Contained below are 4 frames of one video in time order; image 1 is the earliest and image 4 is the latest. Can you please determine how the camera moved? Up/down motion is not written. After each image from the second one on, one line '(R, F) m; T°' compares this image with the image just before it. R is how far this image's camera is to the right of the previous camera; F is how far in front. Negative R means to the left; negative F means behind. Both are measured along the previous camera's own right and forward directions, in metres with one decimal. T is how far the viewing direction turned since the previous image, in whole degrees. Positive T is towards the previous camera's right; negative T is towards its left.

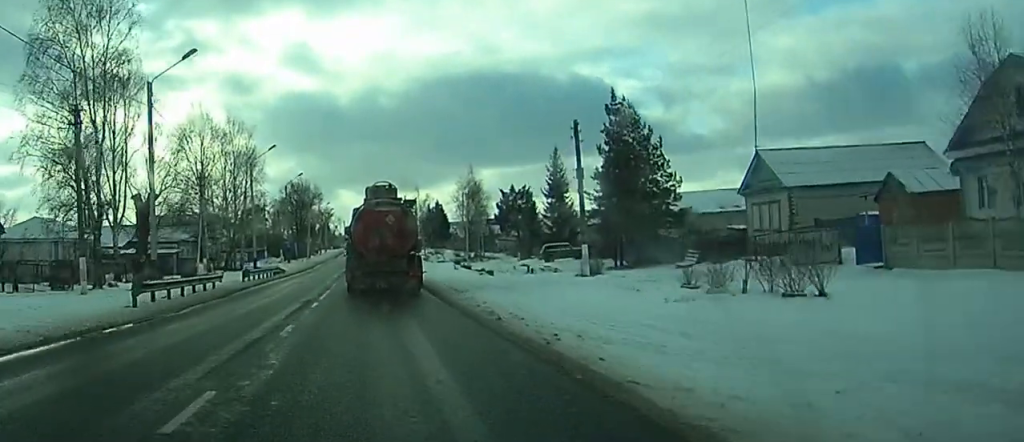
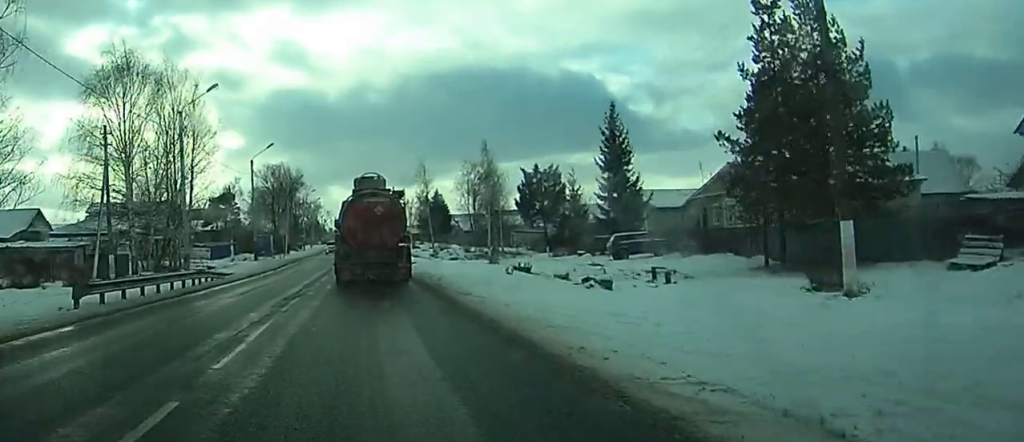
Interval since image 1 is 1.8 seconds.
(+0.2, +22.8) m; +1°
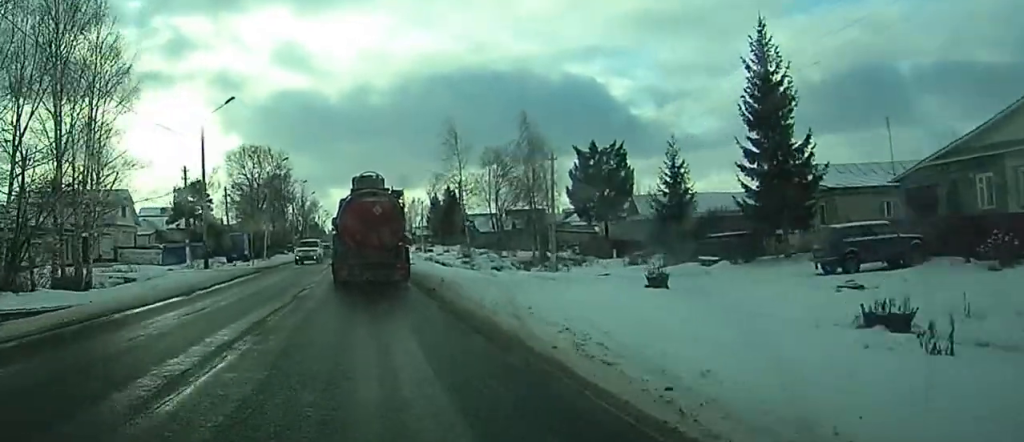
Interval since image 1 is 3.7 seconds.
(-0.4, +24.7) m; -1°
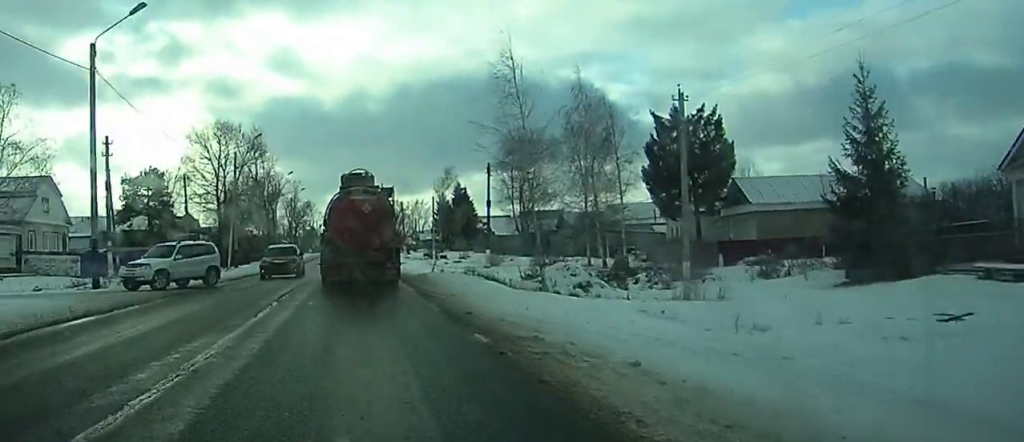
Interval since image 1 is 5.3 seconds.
(0.0, +22.0) m; 0°
